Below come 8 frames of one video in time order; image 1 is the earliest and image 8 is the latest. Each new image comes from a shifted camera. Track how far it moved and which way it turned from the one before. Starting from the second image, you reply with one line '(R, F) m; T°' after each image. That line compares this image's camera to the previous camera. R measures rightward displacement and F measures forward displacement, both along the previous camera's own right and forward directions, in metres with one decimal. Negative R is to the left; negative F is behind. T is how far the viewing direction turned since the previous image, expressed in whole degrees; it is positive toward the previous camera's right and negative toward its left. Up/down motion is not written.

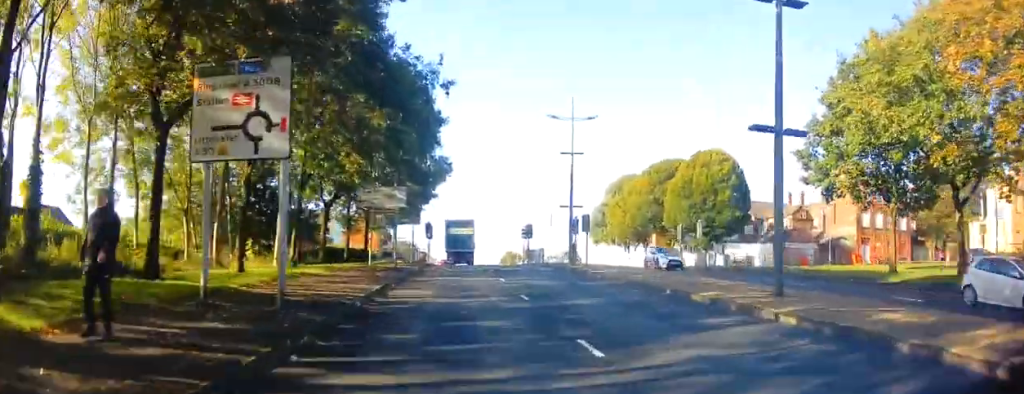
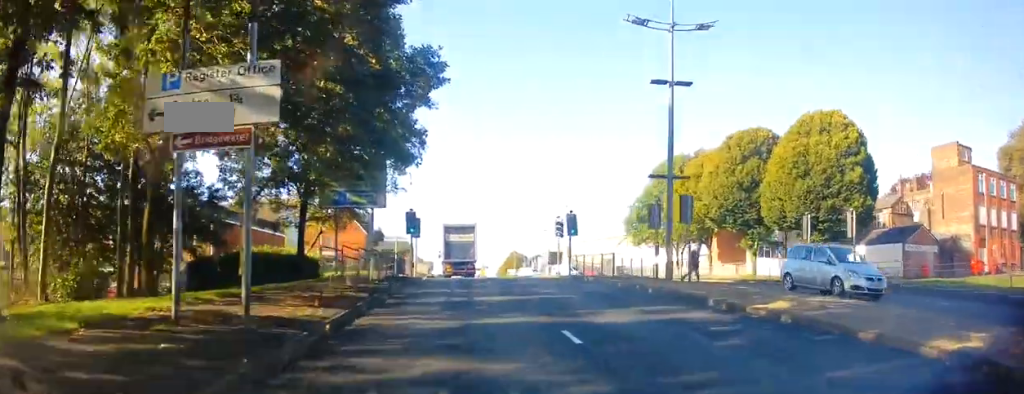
(-0.2, +18.4) m; -1°
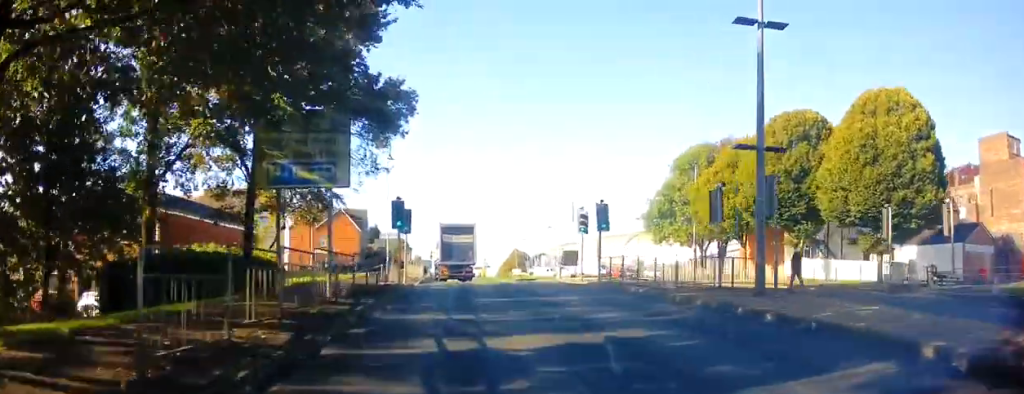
(-0.1, +6.6) m; 0°
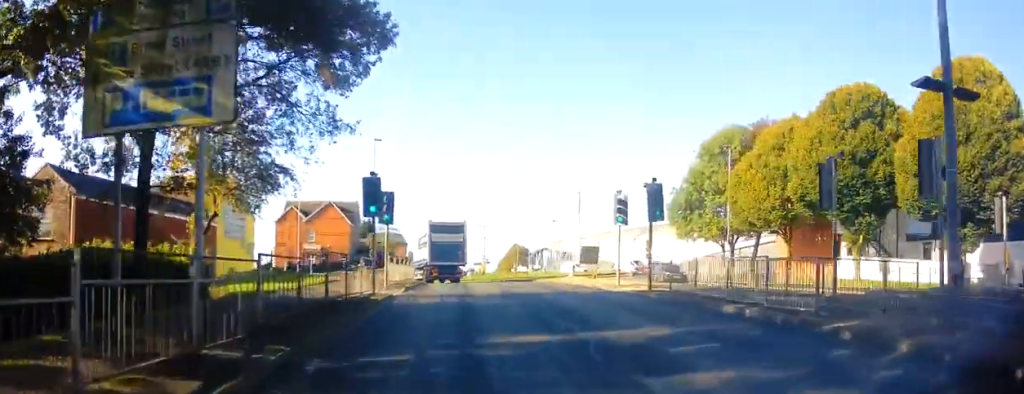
(0.0, +7.0) m; 0°
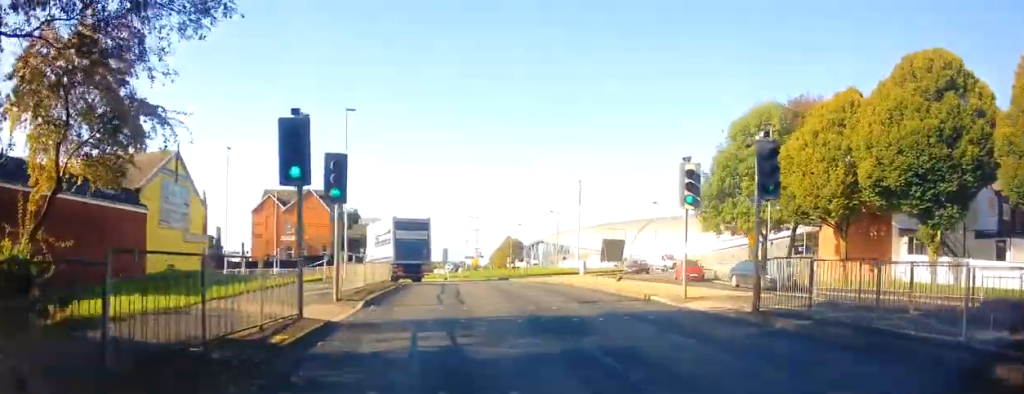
(0.0, +7.6) m; 0°
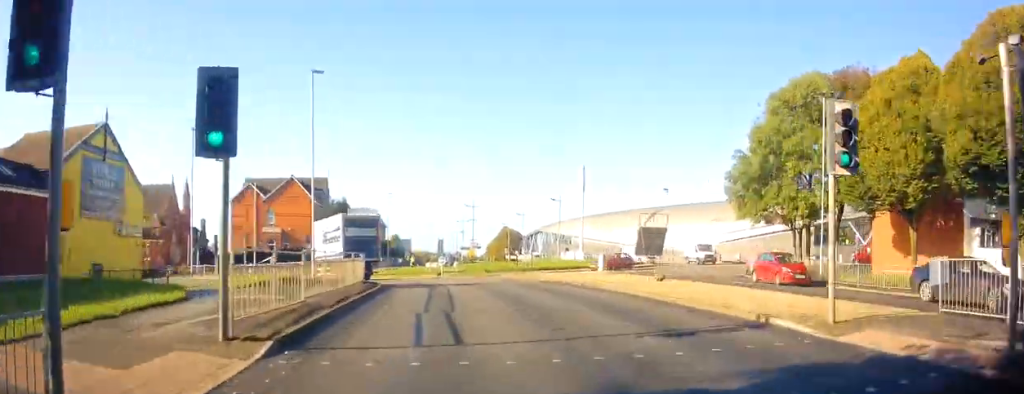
(0.0, +6.8) m; 0°
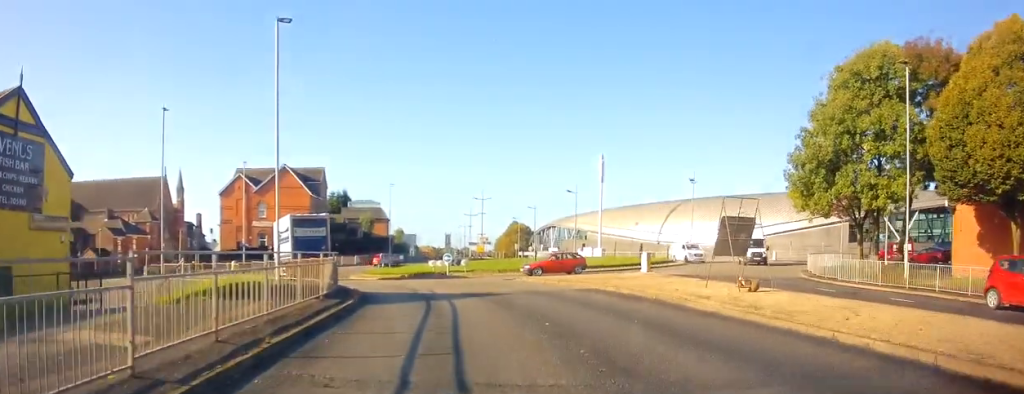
(+0.1, +6.7) m; -1°
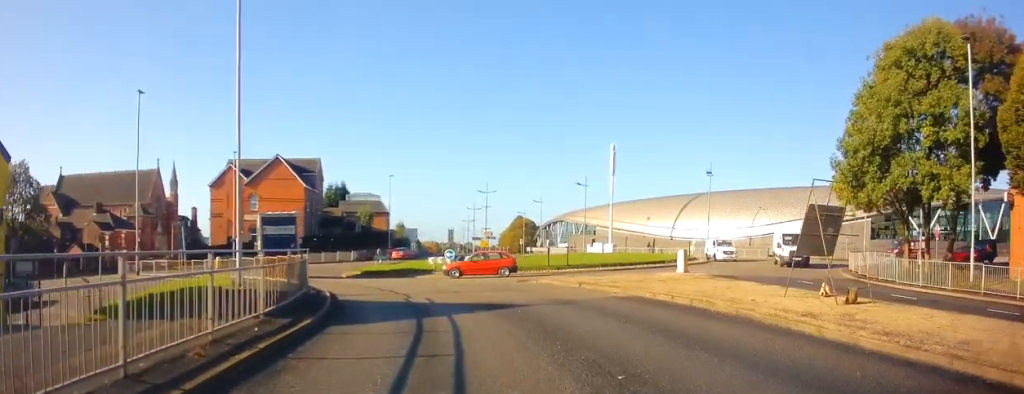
(-0.2, +4.2) m; -1°
